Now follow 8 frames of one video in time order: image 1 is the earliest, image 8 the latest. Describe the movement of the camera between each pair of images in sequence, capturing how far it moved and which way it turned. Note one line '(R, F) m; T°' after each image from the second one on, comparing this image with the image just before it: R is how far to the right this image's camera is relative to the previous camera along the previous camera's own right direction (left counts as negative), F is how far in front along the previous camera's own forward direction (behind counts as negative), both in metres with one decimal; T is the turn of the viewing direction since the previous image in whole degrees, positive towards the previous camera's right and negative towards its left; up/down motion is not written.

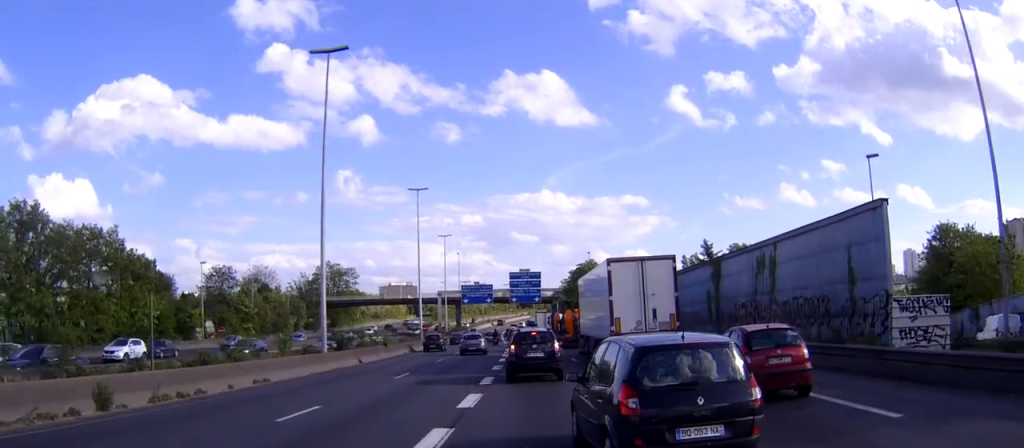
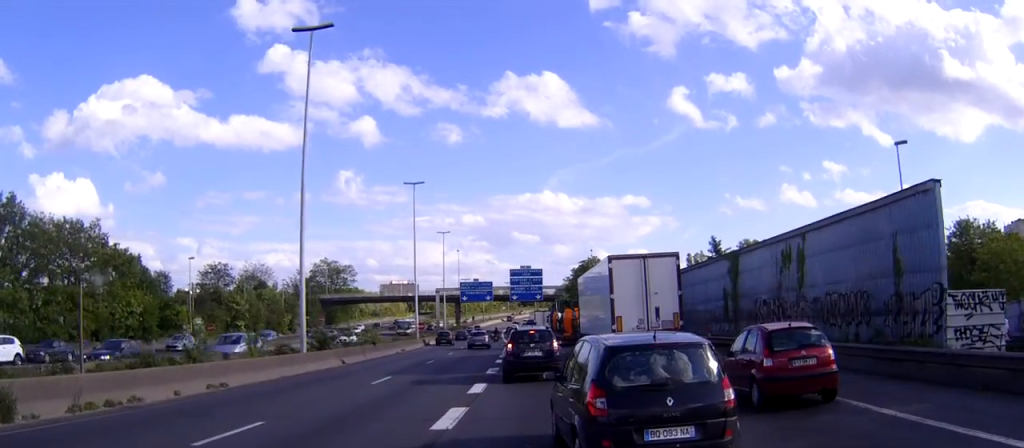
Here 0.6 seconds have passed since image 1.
(0.0, +3.9) m; 0°
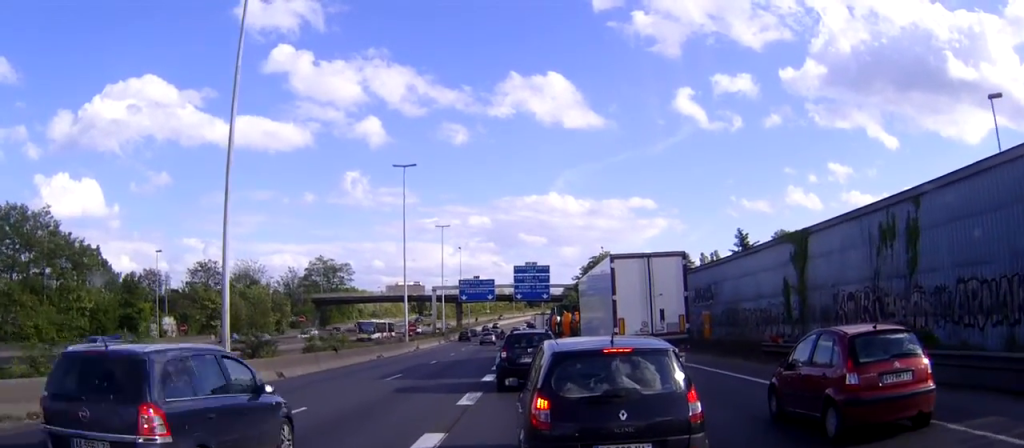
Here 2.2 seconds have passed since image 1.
(+0.1, +10.3) m; 0°
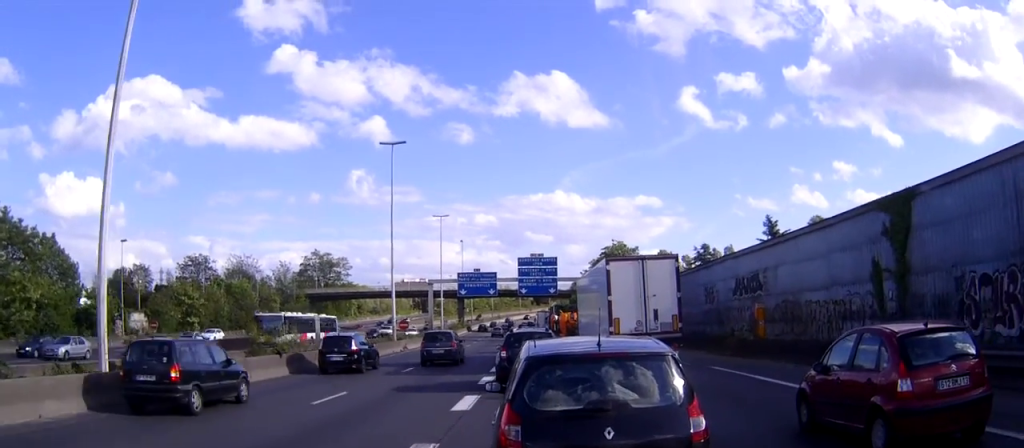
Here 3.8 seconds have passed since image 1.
(-0.1, +9.3) m; -1°
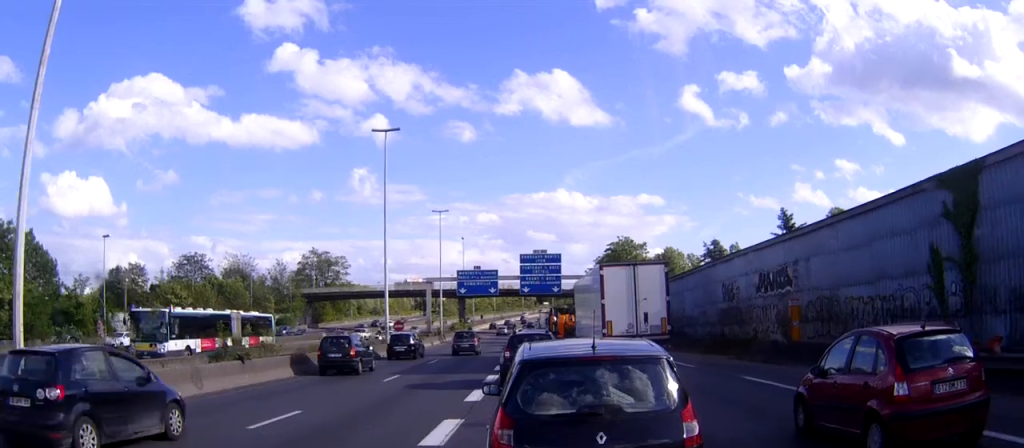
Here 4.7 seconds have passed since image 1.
(0.0, +4.2) m; 0°
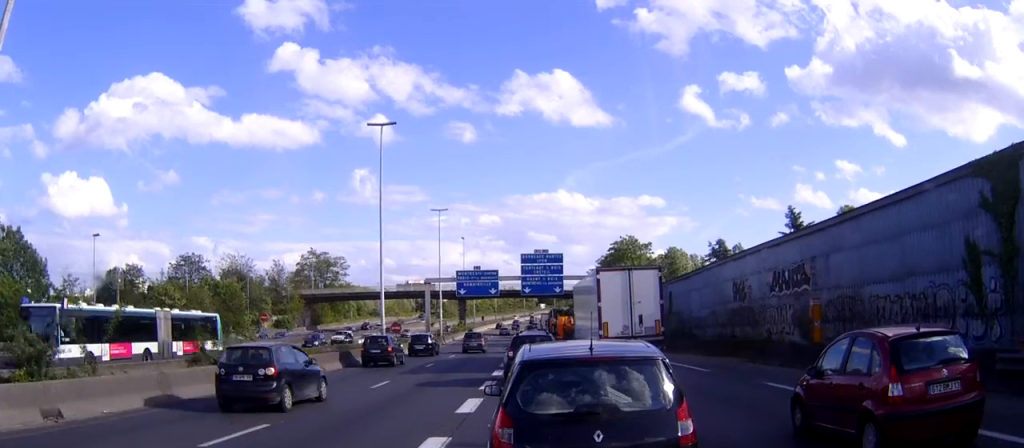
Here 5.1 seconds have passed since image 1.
(0.0, +2.1) m; 0°
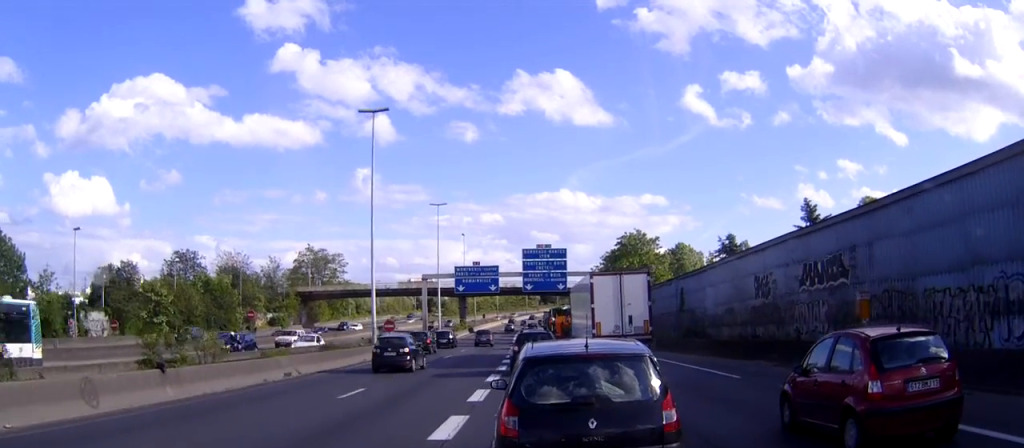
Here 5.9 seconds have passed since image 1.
(0.0, +3.9) m; 0°
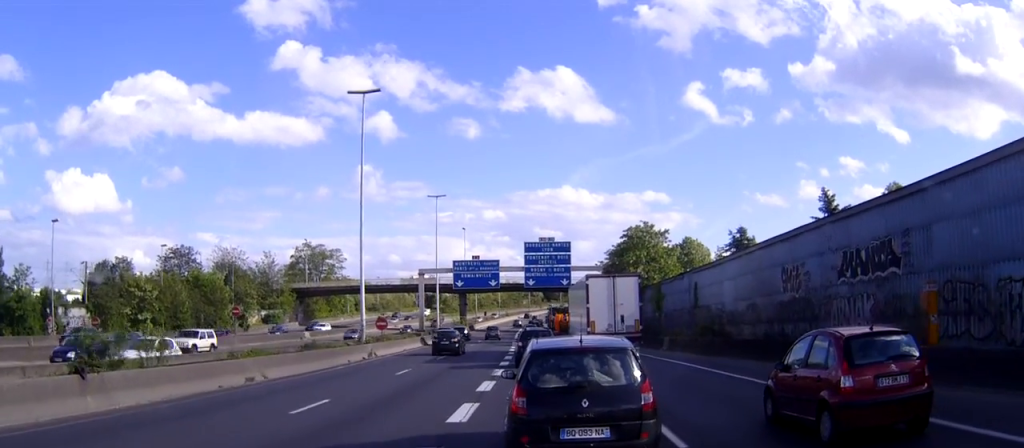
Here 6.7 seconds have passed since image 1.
(0.0, +4.1) m; -1°
